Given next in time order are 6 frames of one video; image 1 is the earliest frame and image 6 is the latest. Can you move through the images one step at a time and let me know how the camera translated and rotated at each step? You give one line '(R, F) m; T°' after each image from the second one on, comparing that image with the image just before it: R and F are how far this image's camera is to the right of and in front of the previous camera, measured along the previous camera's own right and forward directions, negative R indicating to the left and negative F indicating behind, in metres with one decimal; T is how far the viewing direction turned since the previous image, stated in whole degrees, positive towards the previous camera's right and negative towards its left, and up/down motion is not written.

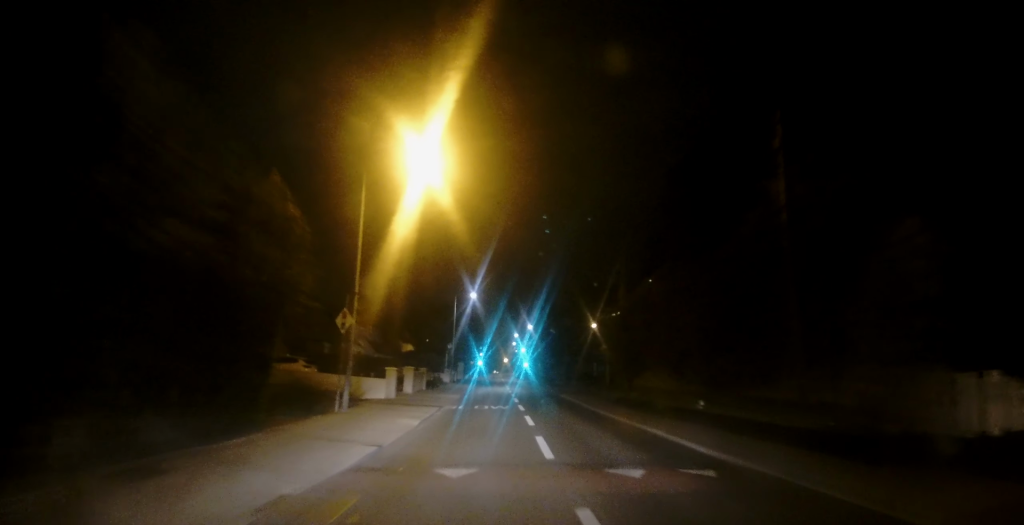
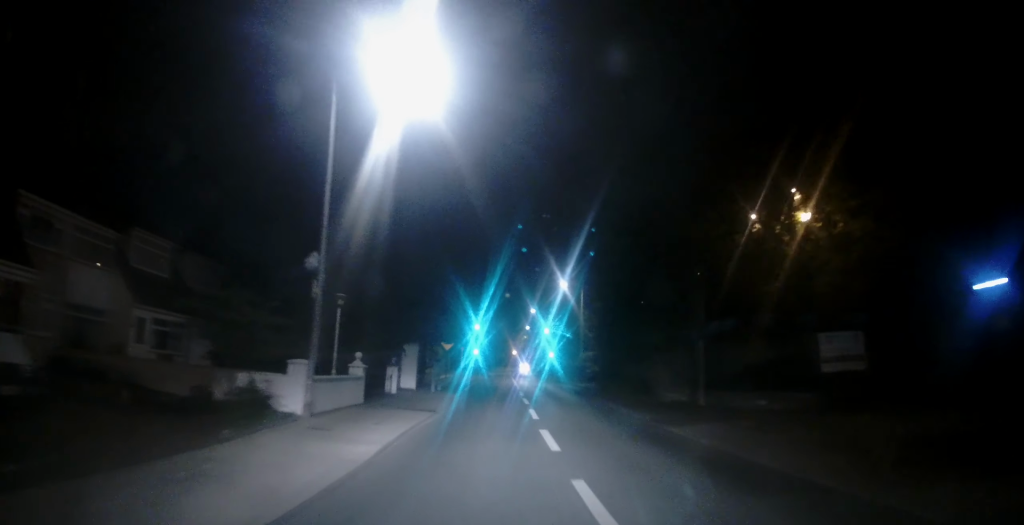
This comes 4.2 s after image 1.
(+1.7, +42.1) m; +2°
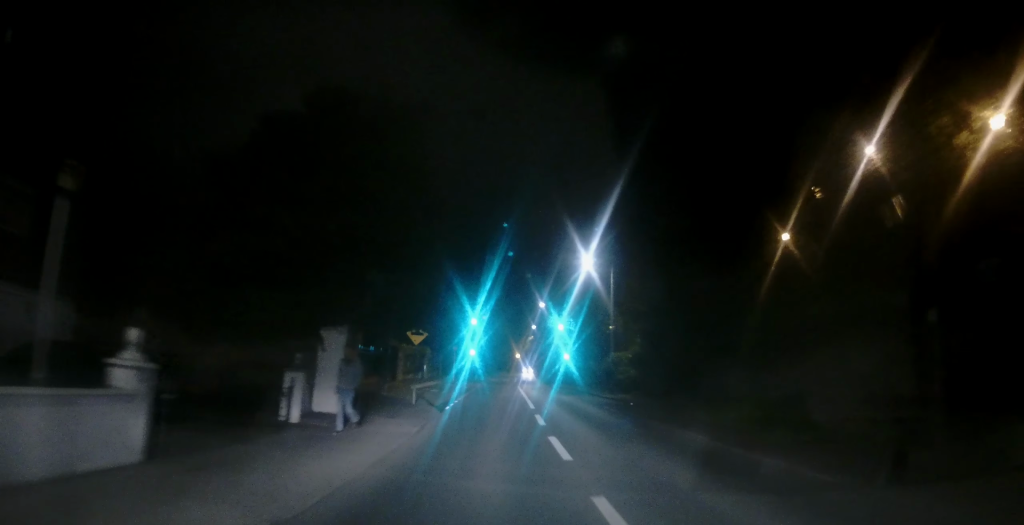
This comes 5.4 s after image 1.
(-0.2, +12.9) m; -1°
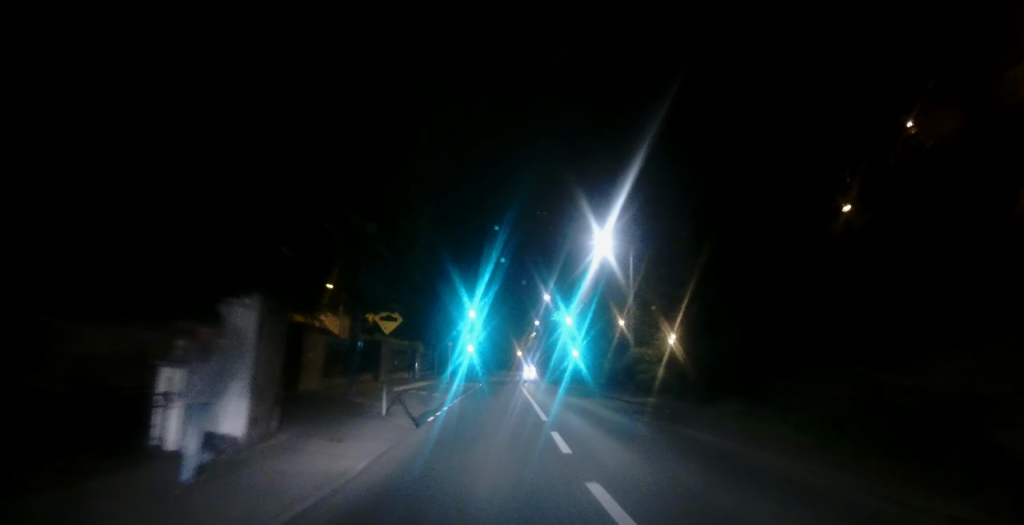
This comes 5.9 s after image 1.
(0.0, +5.5) m; 0°
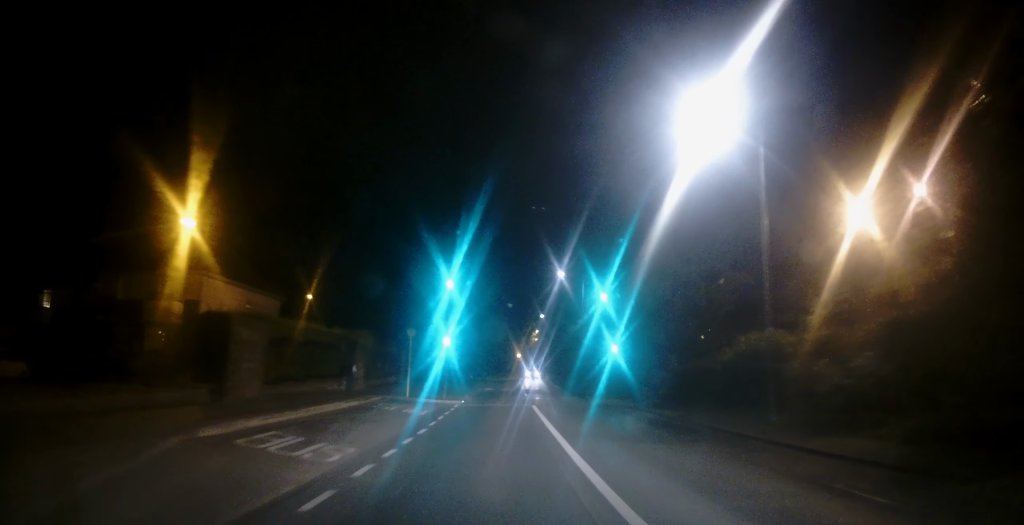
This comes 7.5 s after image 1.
(0.0, +18.0) m; 0°
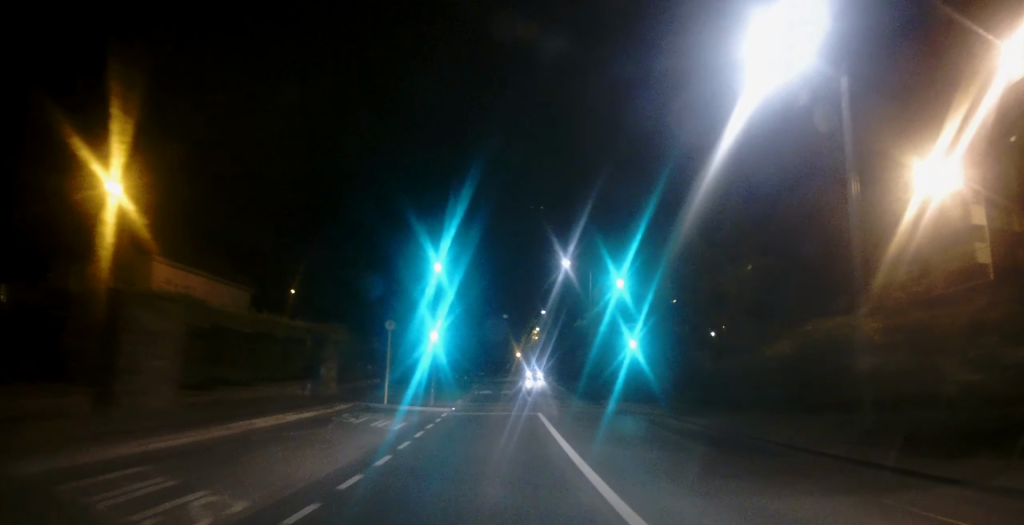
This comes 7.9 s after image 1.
(-0.1, +4.8) m; 0°
